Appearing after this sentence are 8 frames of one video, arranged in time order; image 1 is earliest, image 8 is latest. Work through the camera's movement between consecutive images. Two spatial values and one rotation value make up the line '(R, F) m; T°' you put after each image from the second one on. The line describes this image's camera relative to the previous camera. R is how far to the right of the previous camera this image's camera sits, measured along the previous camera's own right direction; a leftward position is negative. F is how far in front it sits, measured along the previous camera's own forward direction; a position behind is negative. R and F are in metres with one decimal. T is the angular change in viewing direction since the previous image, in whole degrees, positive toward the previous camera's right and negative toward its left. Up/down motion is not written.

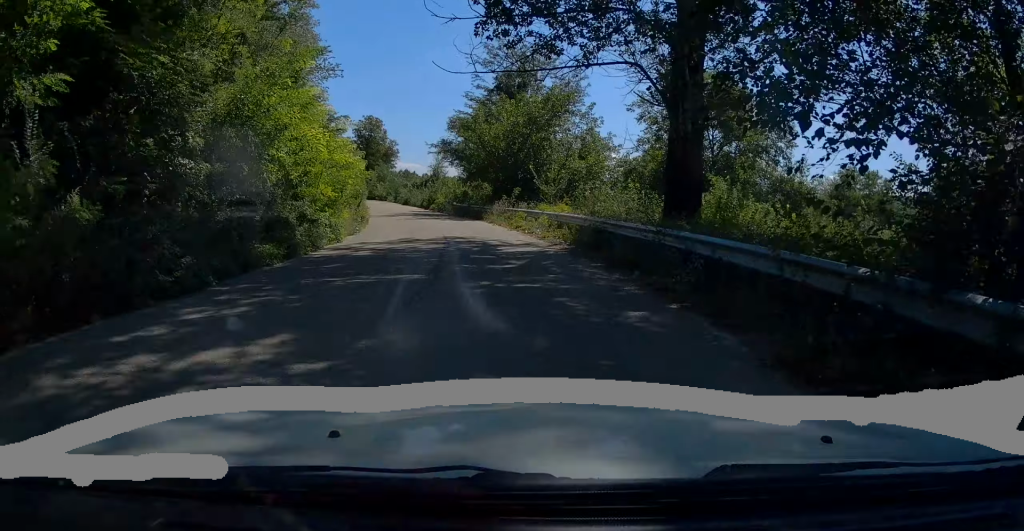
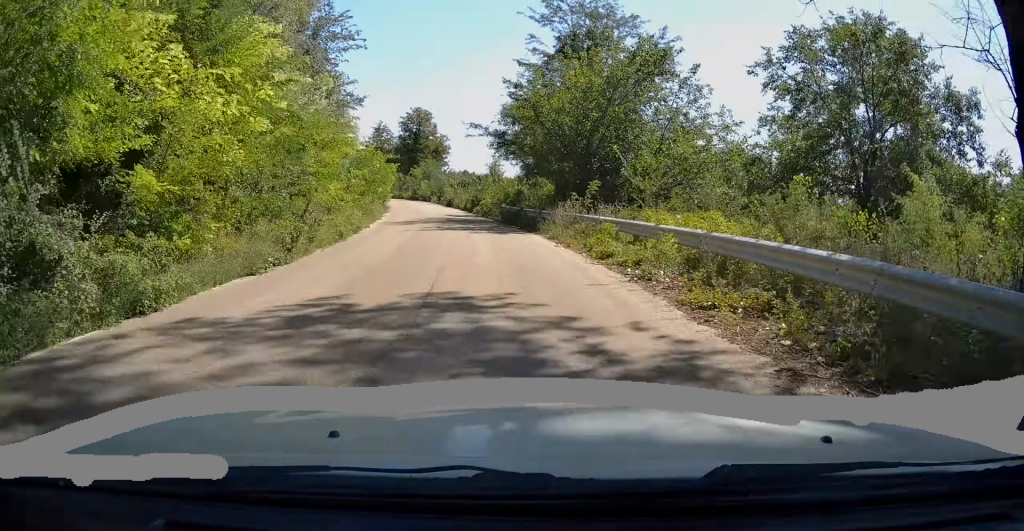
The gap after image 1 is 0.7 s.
(-0.3, +12.2) m; -4°
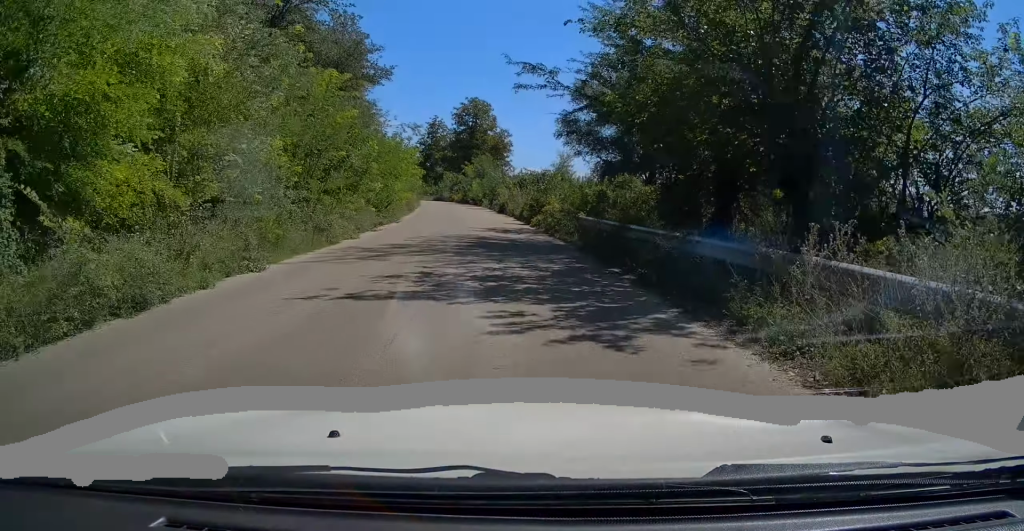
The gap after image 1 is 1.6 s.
(-0.8, +15.1) m; -5°
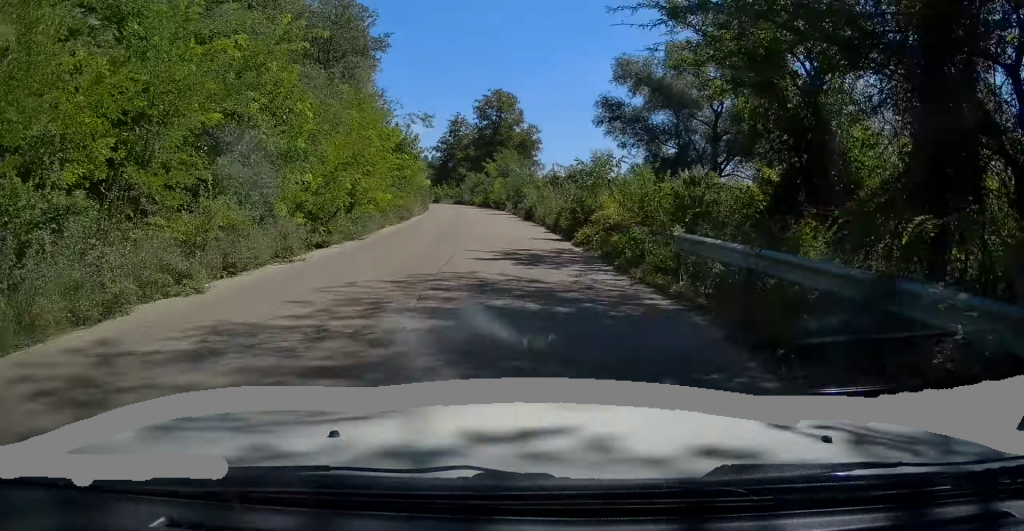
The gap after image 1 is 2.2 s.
(-0.4, +10.4) m; -3°
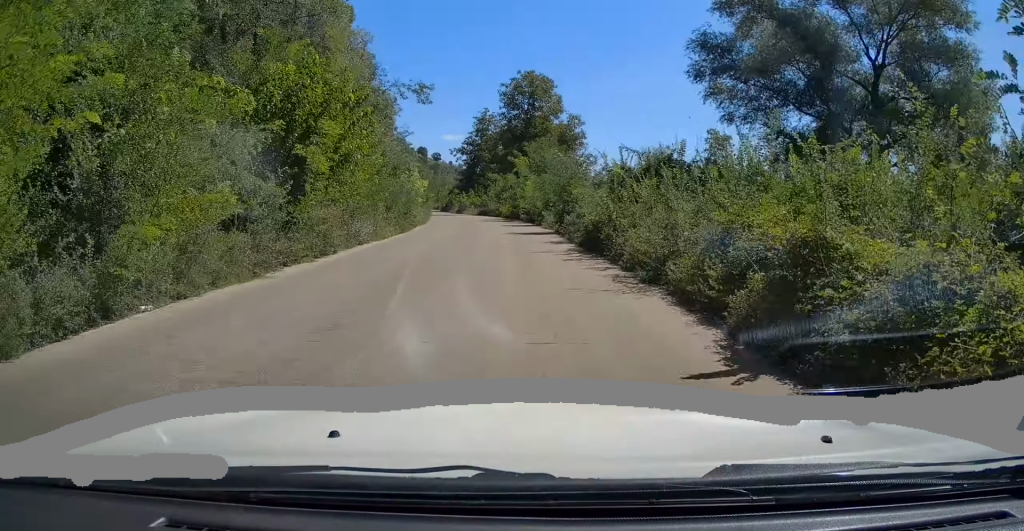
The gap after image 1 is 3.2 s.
(-0.7, +17.8) m; -4°
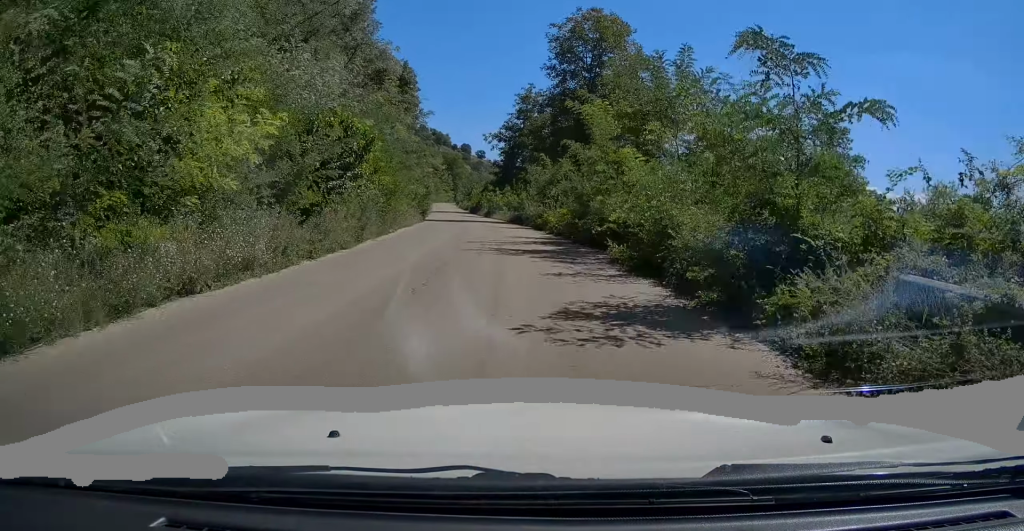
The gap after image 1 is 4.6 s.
(-1.1, +24.8) m; -5°
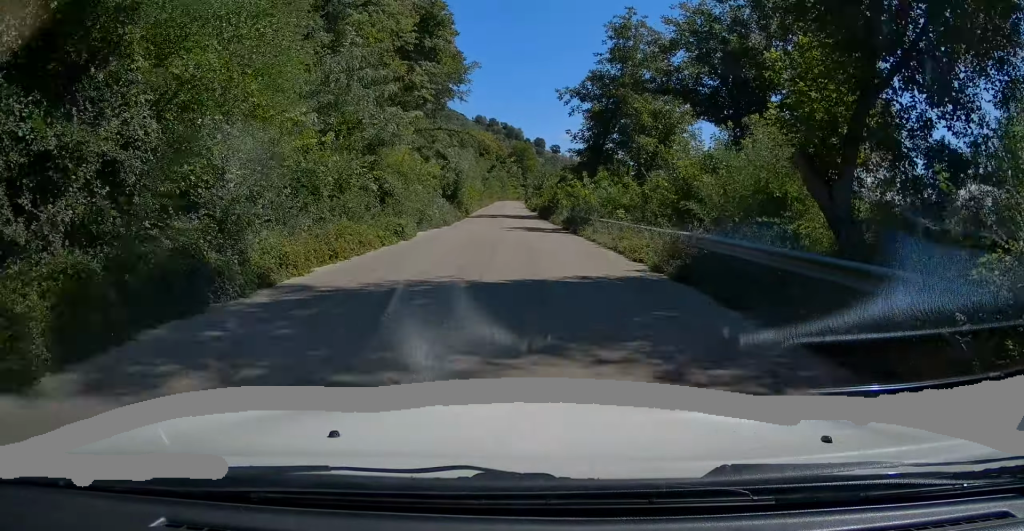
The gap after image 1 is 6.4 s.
(-1.7, +34.5) m; -5°
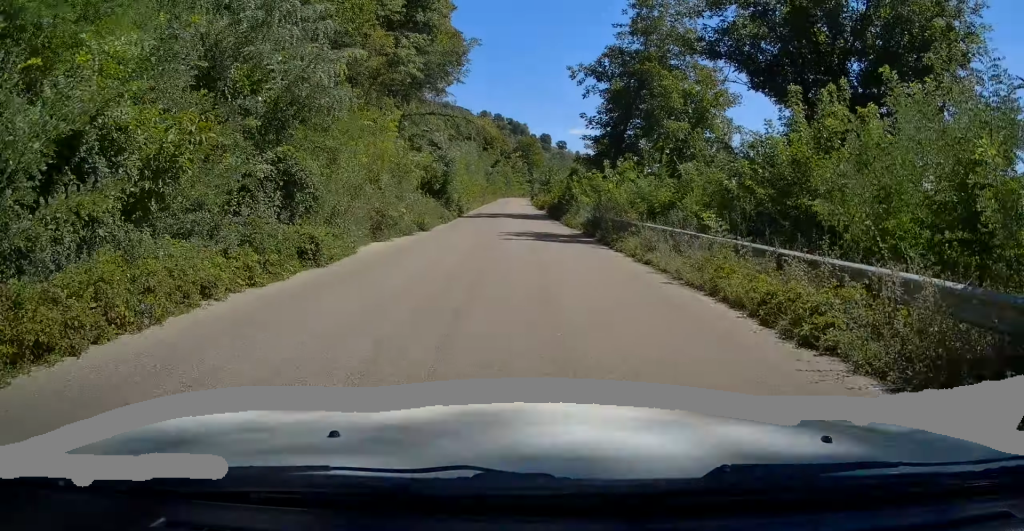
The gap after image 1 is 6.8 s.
(0.0, +8.4) m; -1°
